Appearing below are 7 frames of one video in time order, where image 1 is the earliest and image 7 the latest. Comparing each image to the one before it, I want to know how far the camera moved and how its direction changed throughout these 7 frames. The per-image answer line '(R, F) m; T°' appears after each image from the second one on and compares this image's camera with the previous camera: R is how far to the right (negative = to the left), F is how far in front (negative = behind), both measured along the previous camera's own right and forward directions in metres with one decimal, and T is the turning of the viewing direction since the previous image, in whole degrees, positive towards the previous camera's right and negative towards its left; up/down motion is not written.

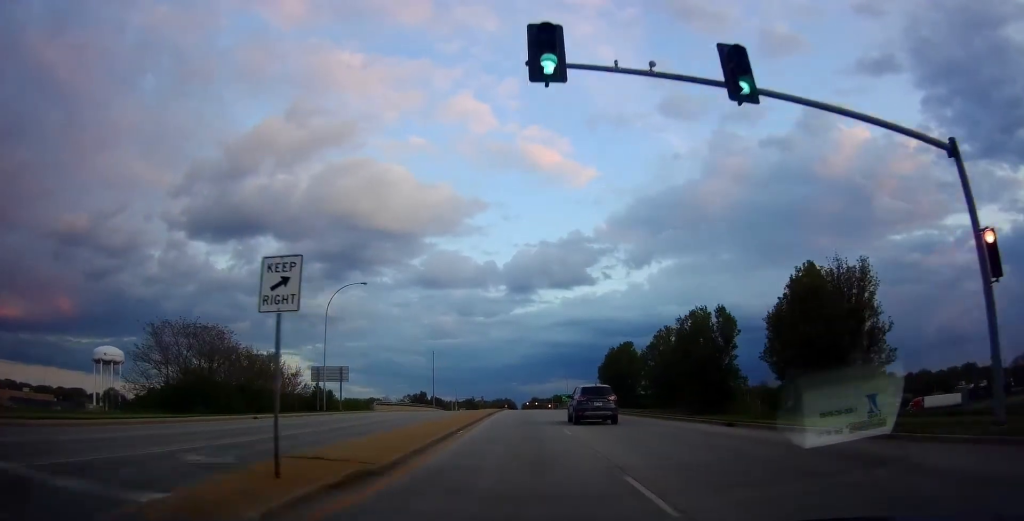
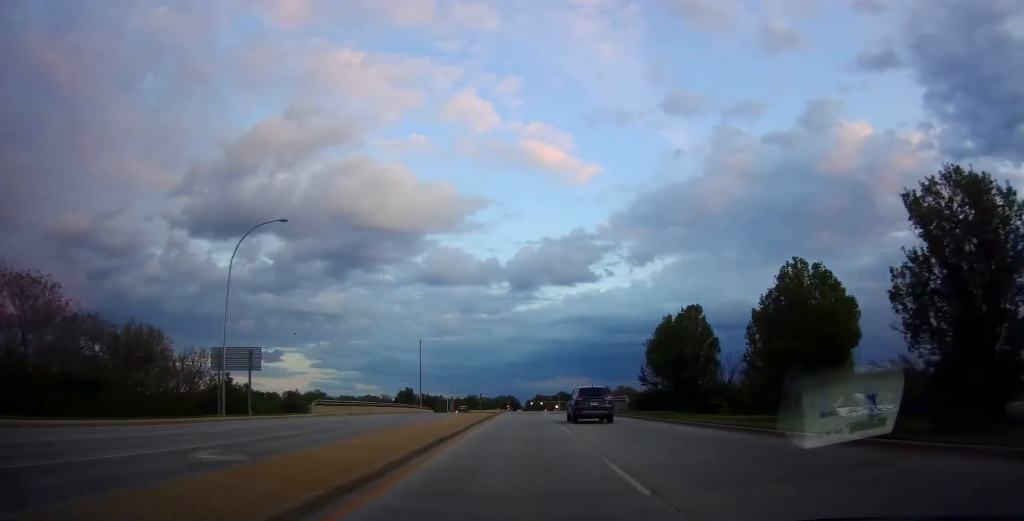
(0.0, +22.9) m; 0°
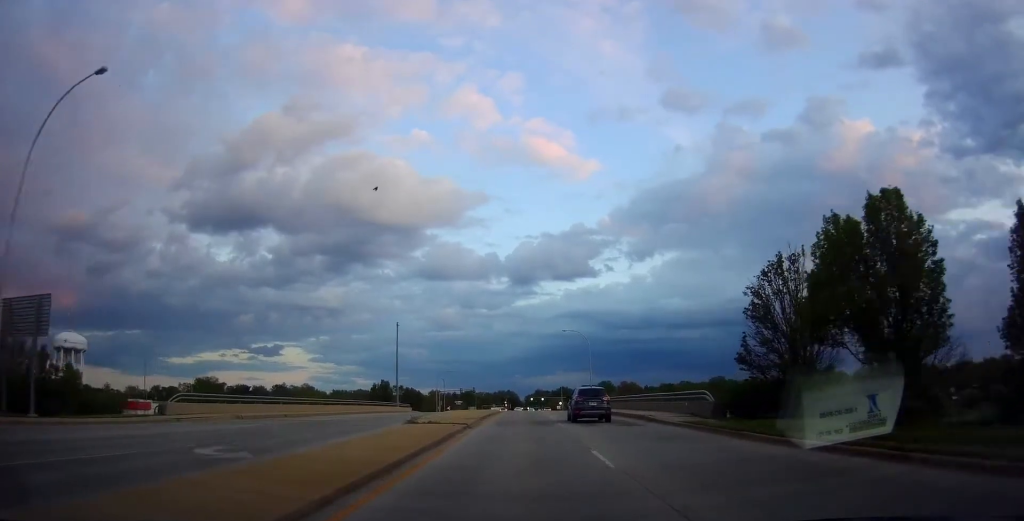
(0.0, +22.3) m; 0°
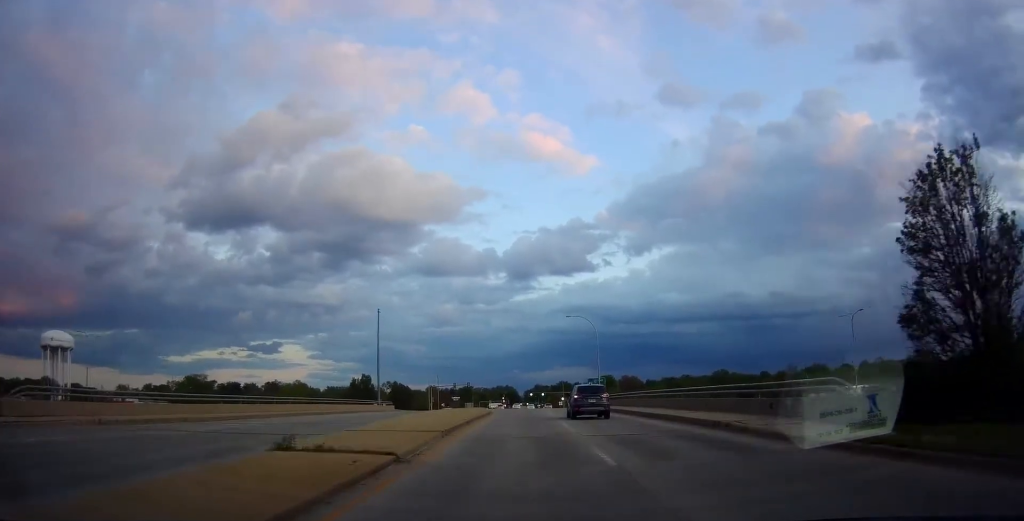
(0.0, +12.8) m; 0°
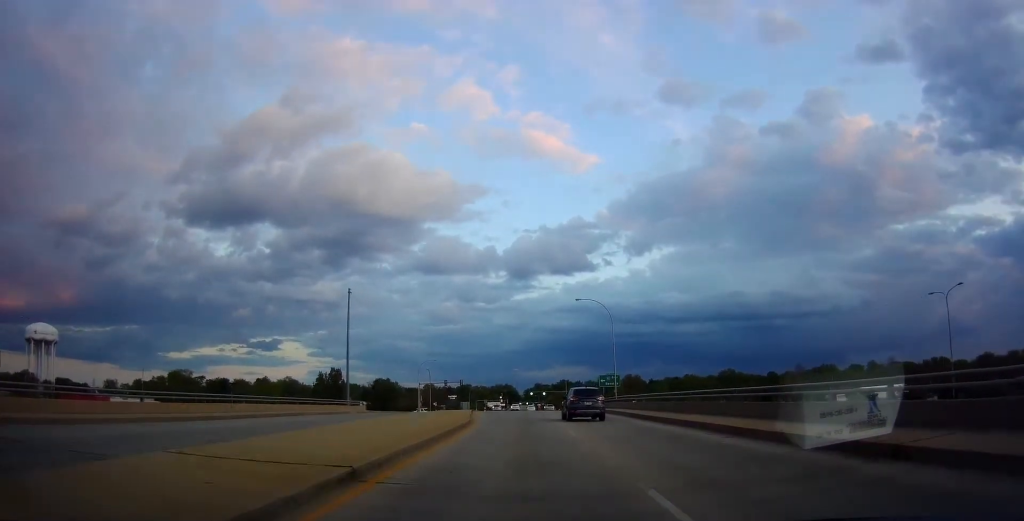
(0.0, +16.2) m; 0°
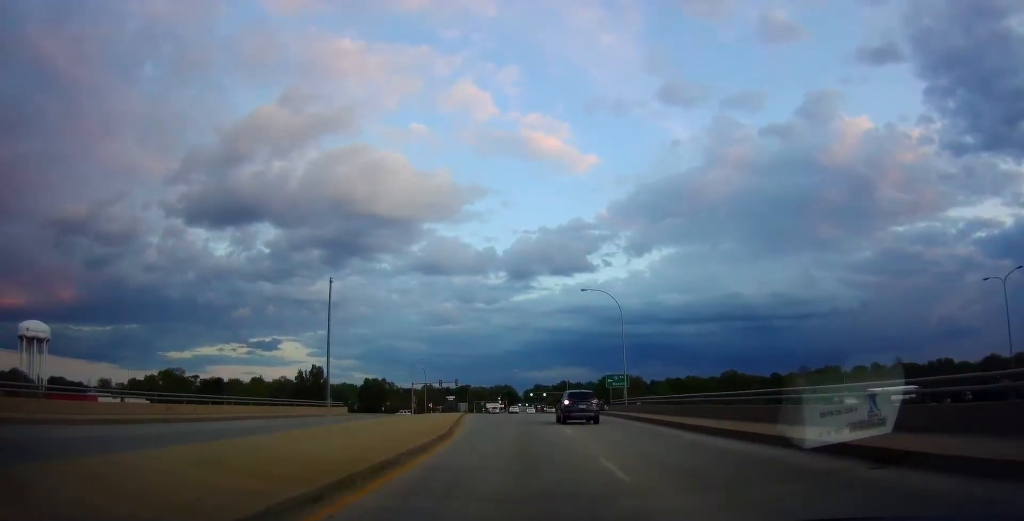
(0.0, +7.2) m; 0°
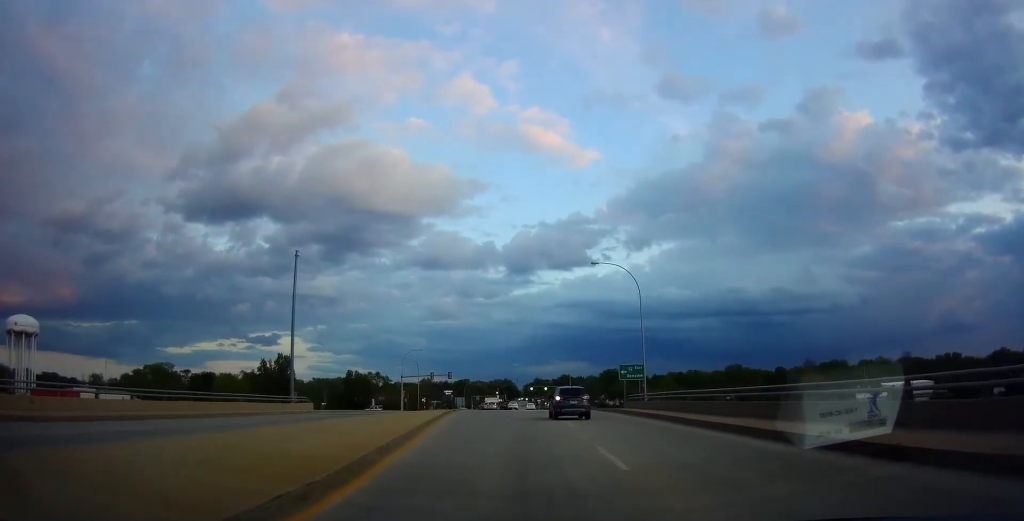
(0.0, +10.9) m; 0°
